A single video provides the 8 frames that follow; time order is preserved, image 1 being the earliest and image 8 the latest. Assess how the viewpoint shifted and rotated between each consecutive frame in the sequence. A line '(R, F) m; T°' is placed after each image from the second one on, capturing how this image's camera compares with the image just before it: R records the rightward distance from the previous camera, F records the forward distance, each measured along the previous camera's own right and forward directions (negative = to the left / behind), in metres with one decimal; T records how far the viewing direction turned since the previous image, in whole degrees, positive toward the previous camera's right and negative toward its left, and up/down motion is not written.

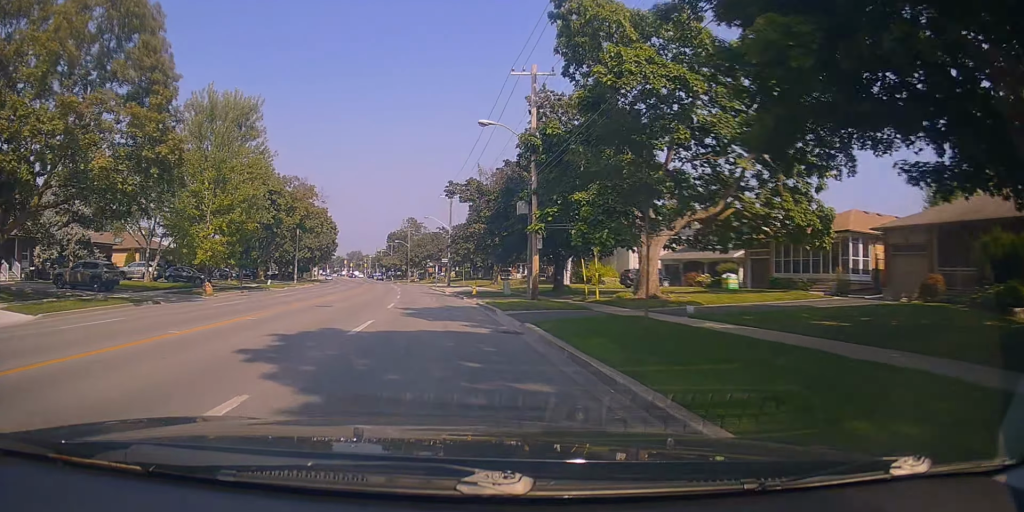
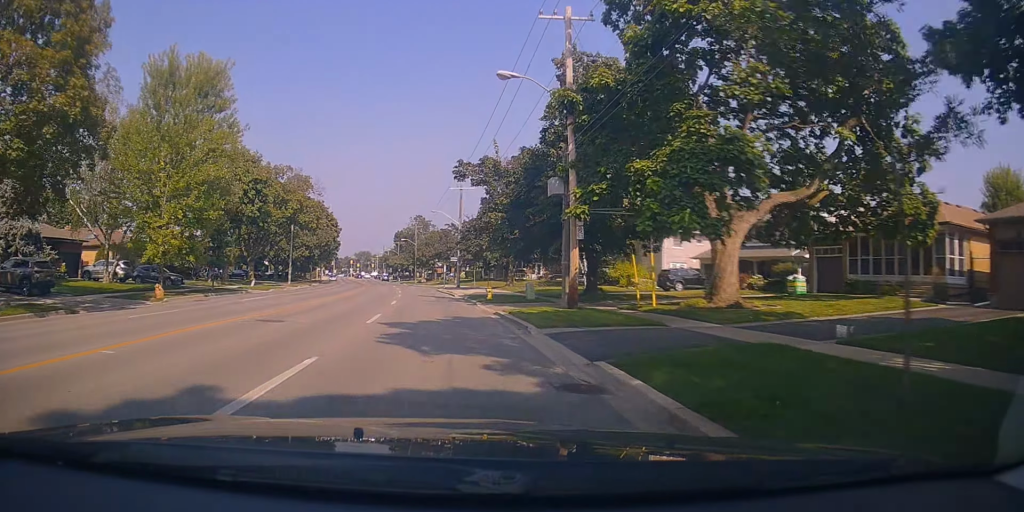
(+0.3, +6.9) m; 0°
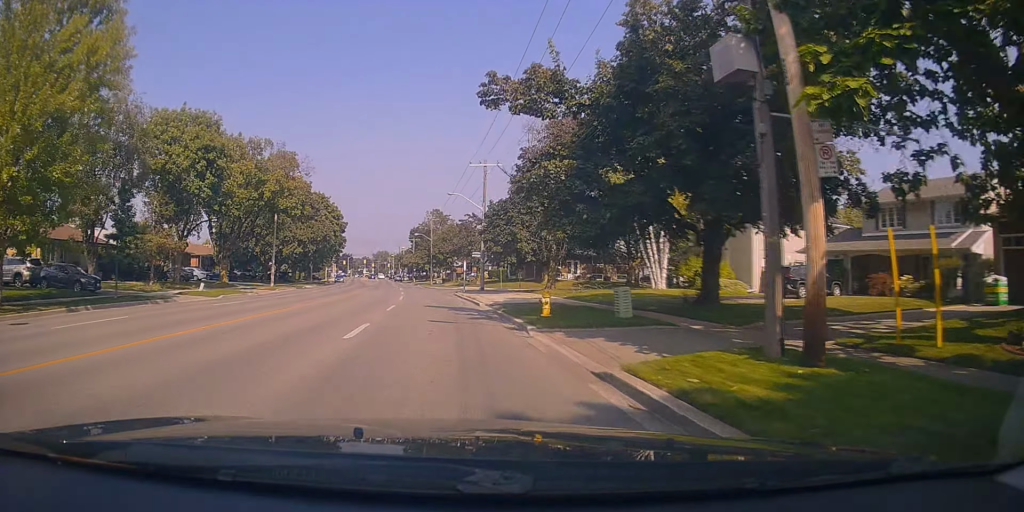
(0.0, +13.3) m; -2°
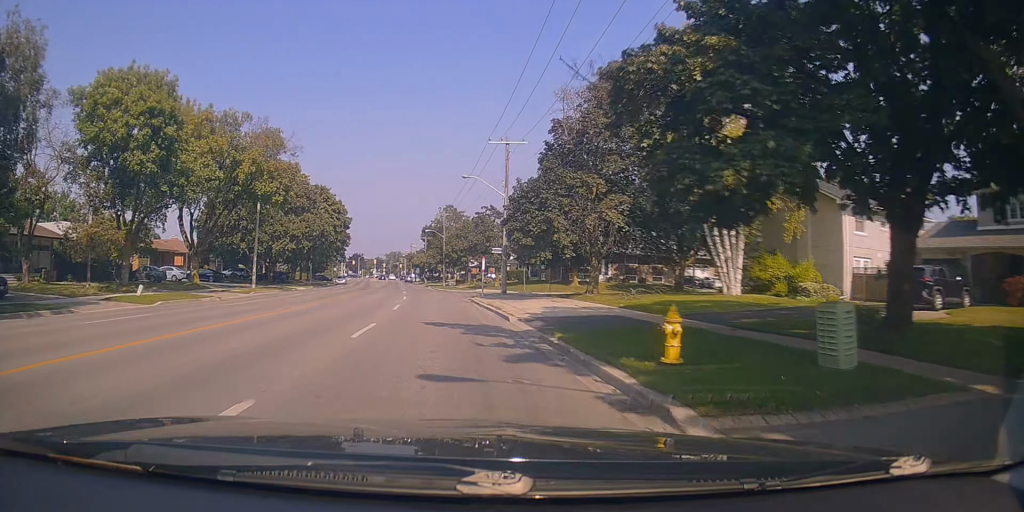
(0.0, +8.9) m; -3°
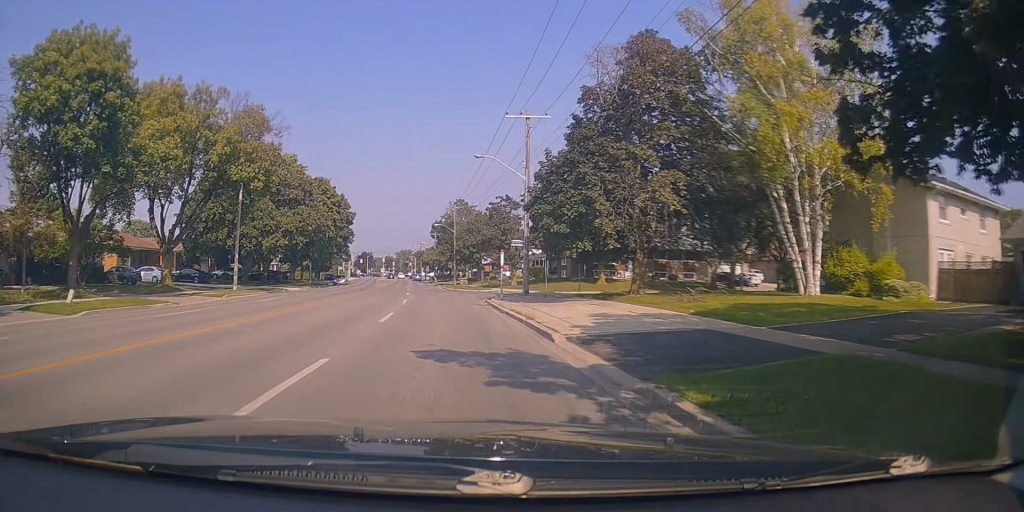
(-0.3, +6.4) m; -1°
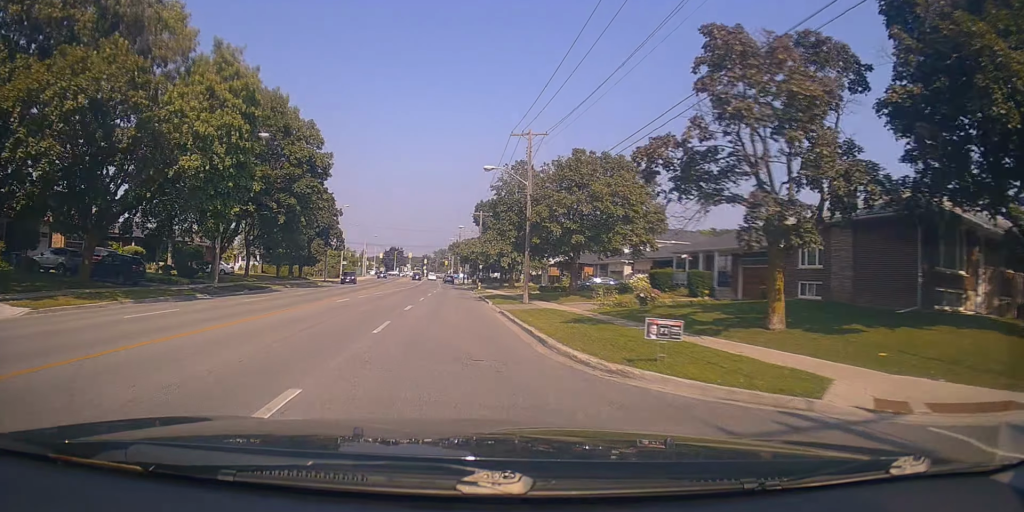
(-1.4, +41.1) m; -4°
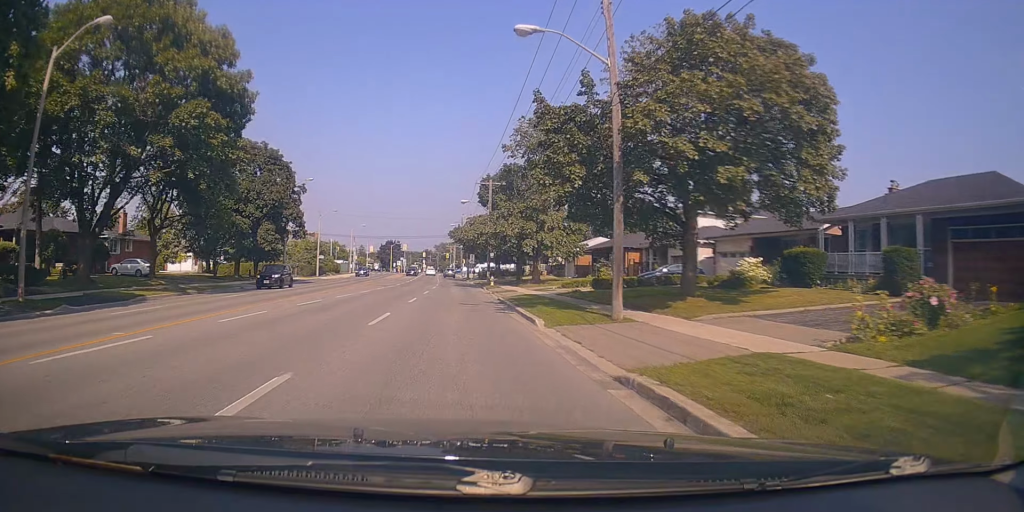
(0.0, +18.8) m; 0°
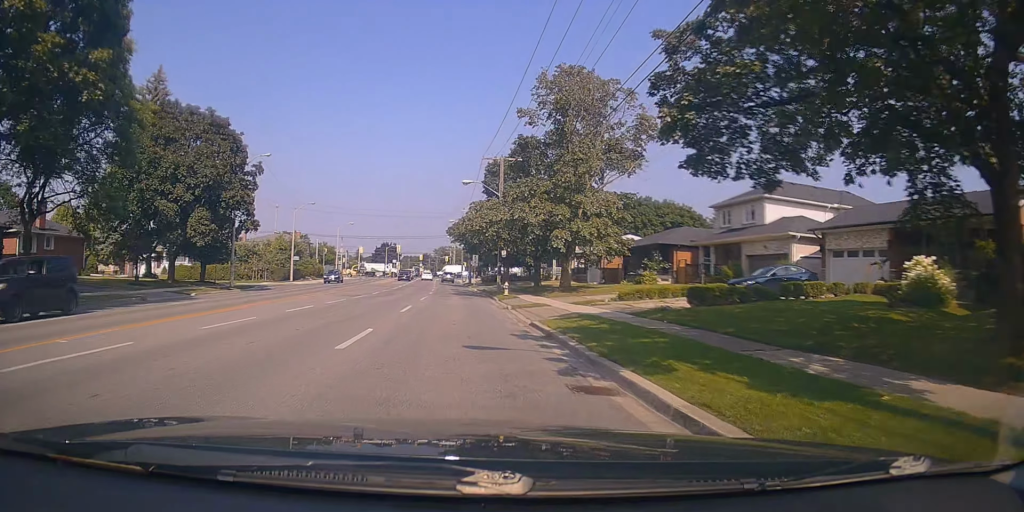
(-0.3, +13.2) m; 0°
